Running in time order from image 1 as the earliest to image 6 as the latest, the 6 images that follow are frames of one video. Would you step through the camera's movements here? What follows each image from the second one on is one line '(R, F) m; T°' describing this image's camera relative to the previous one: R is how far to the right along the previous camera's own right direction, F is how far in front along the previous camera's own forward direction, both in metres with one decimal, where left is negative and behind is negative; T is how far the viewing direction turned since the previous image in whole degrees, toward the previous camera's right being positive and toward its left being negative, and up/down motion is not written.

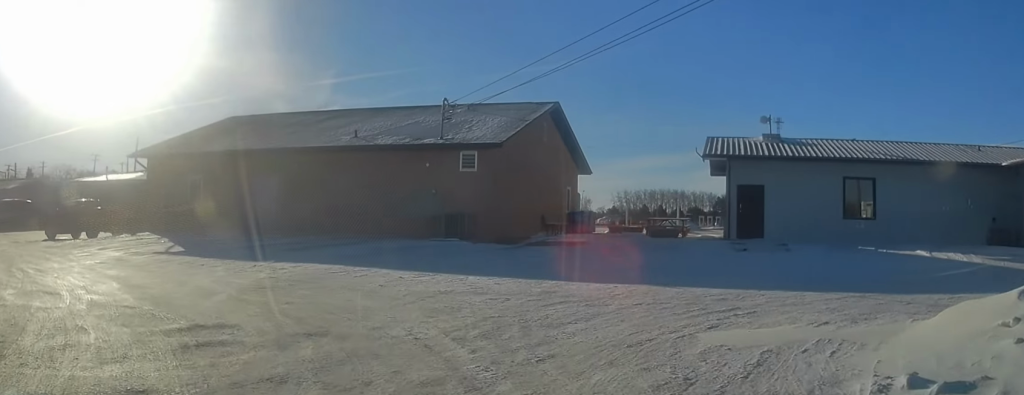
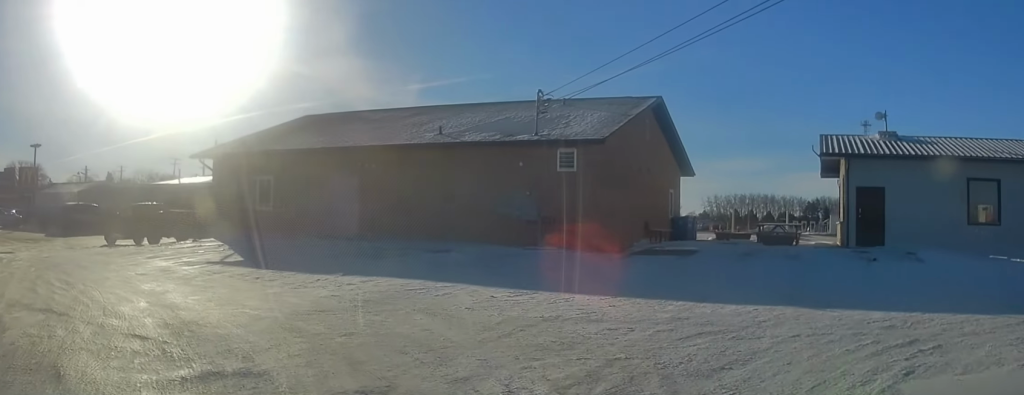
(-0.2, +2.6) m; -6°
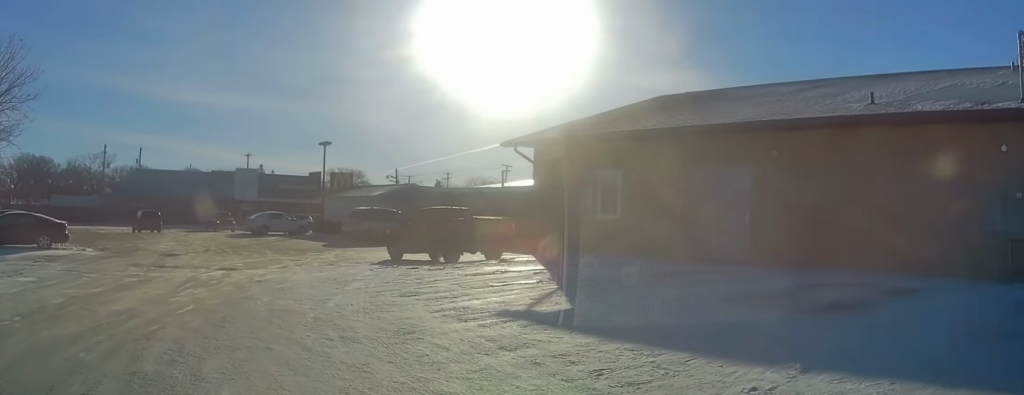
(-1.5, +8.7) m; -25°
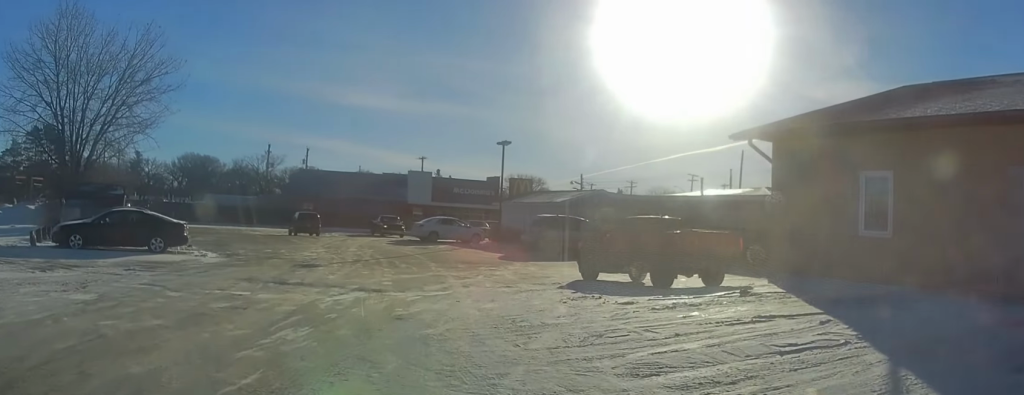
(-0.9, +4.9) m; -16°
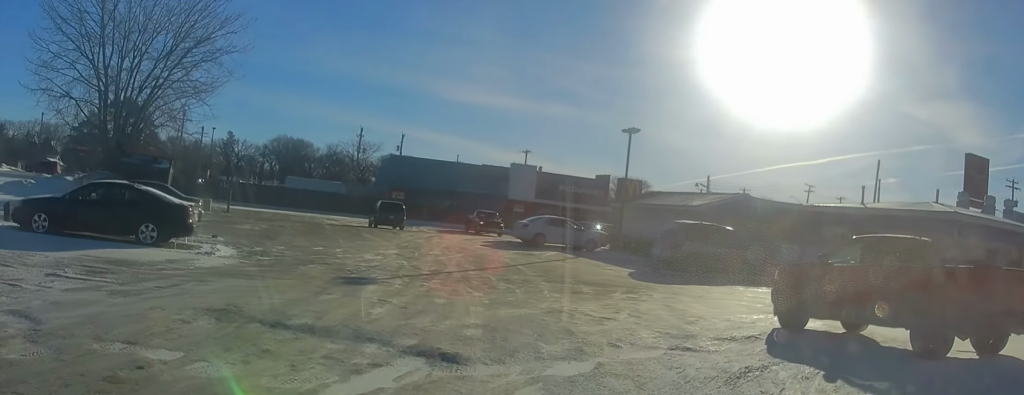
(-0.5, +7.5) m; -2°
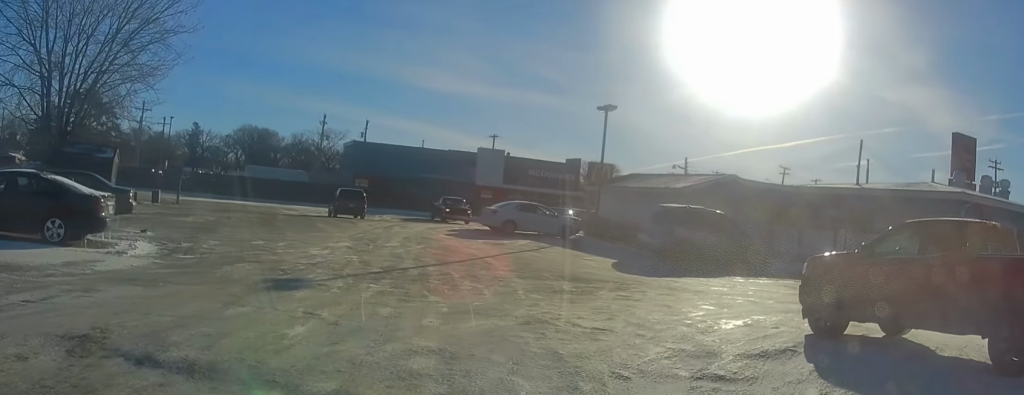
(0.0, +2.8) m; +1°
